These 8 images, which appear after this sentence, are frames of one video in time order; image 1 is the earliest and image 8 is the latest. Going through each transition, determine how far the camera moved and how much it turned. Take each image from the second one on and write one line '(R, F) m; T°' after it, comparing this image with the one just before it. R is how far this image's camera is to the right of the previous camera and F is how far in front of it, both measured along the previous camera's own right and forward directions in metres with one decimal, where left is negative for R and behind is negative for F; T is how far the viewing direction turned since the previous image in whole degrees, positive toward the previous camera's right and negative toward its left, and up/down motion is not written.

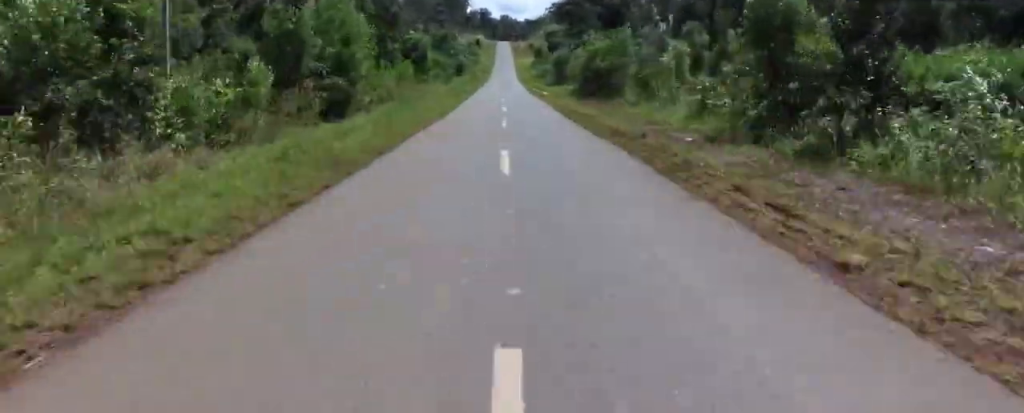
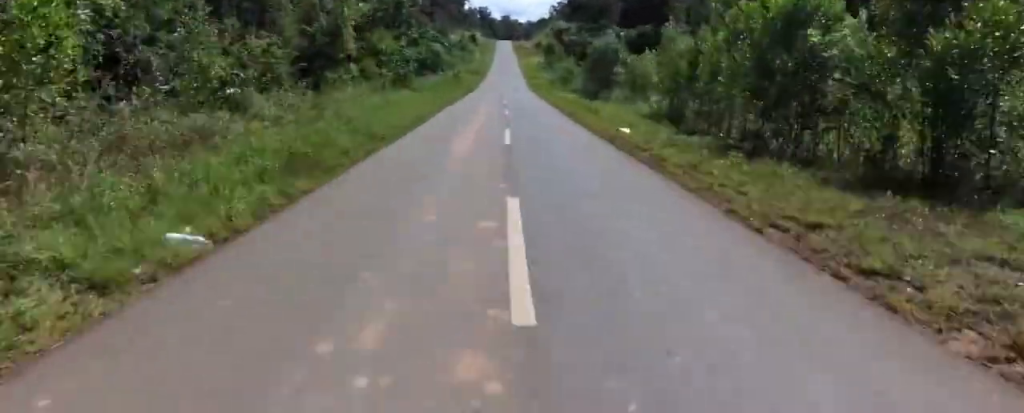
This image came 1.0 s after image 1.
(-0.1, +29.0) m; 0°
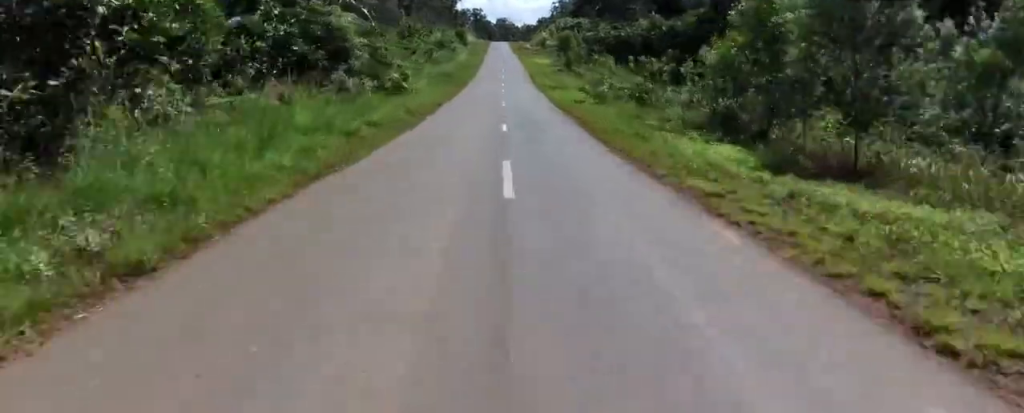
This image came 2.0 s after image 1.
(0.0, +28.3) m; 0°
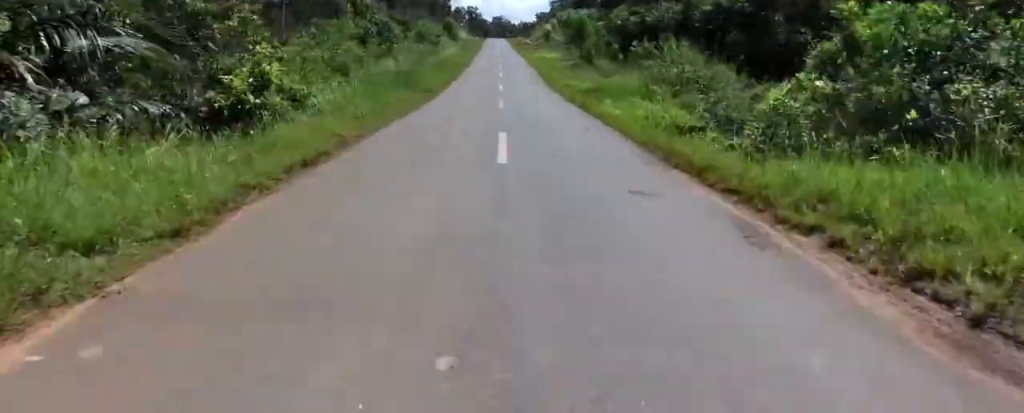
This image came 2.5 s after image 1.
(0.0, +14.6) m; 0°
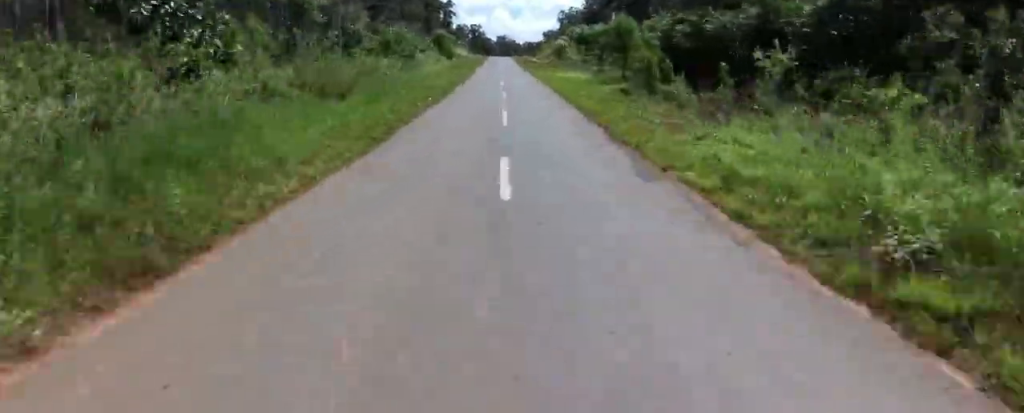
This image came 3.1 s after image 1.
(0.0, +18.5) m; 0°
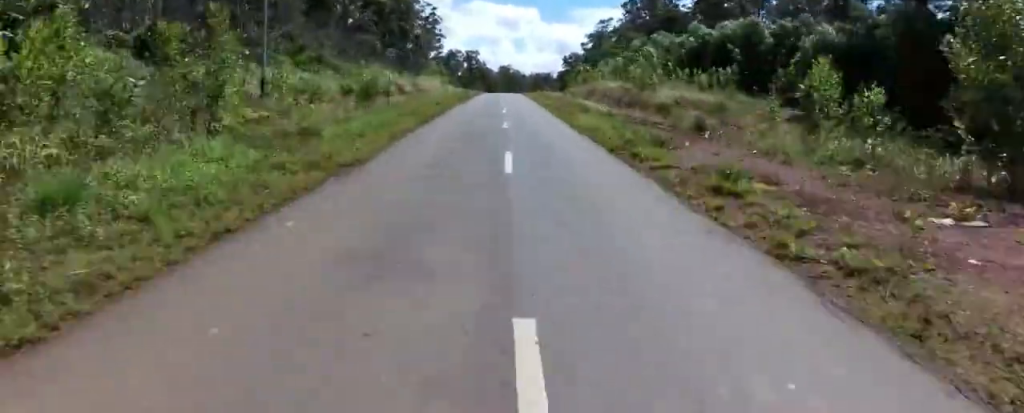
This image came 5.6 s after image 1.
(-0.5, +71.0) m; -1°
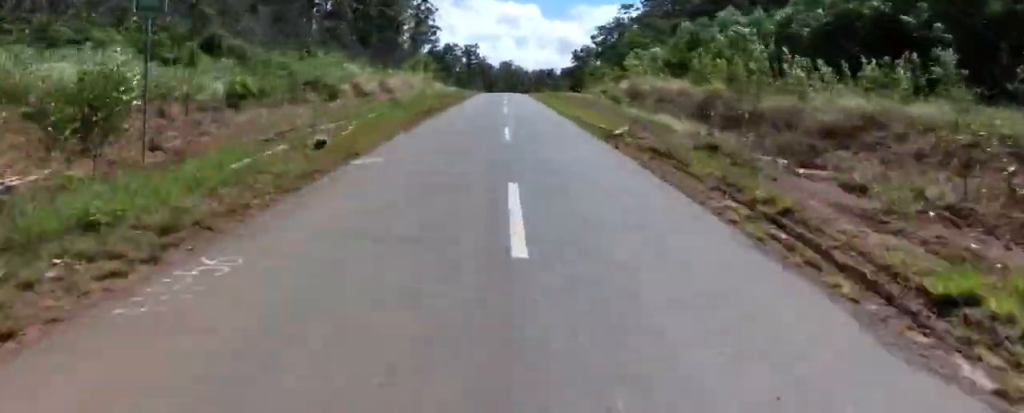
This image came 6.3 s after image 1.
(-0.1, +19.6) m; 0°
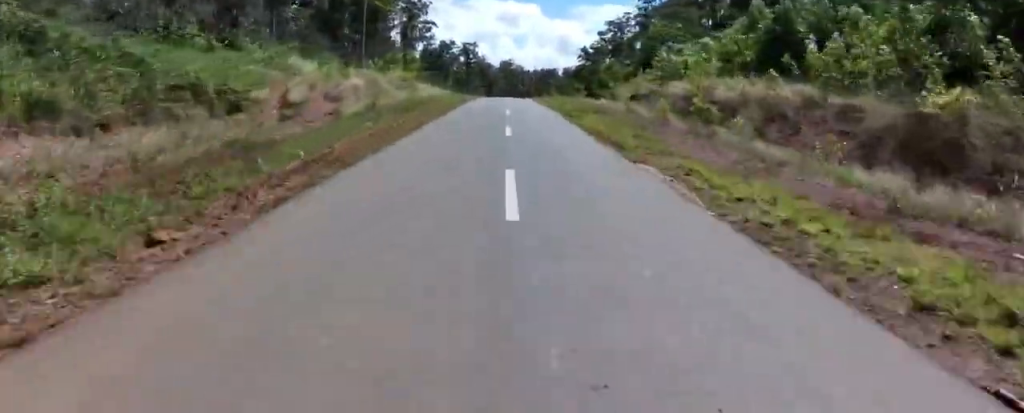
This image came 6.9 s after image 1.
(0.0, +15.7) m; 0°
